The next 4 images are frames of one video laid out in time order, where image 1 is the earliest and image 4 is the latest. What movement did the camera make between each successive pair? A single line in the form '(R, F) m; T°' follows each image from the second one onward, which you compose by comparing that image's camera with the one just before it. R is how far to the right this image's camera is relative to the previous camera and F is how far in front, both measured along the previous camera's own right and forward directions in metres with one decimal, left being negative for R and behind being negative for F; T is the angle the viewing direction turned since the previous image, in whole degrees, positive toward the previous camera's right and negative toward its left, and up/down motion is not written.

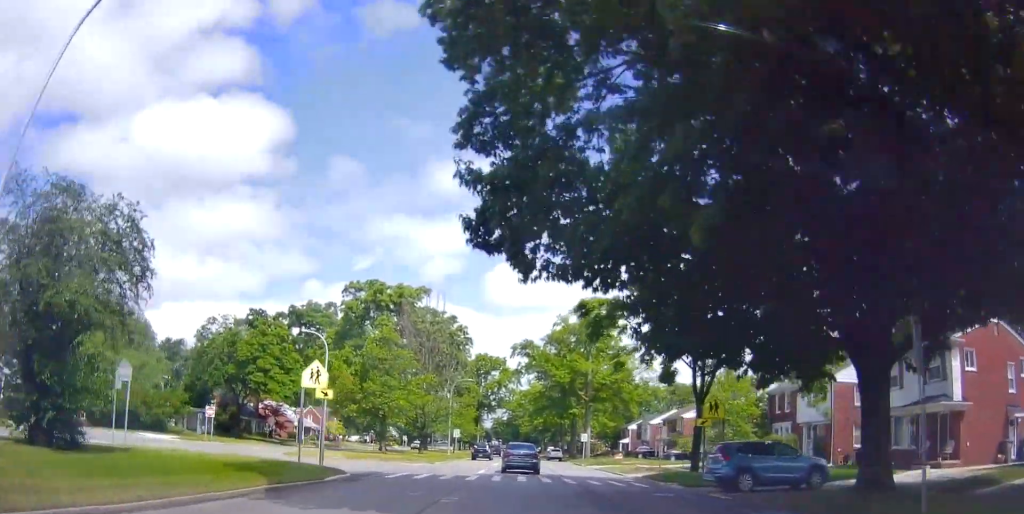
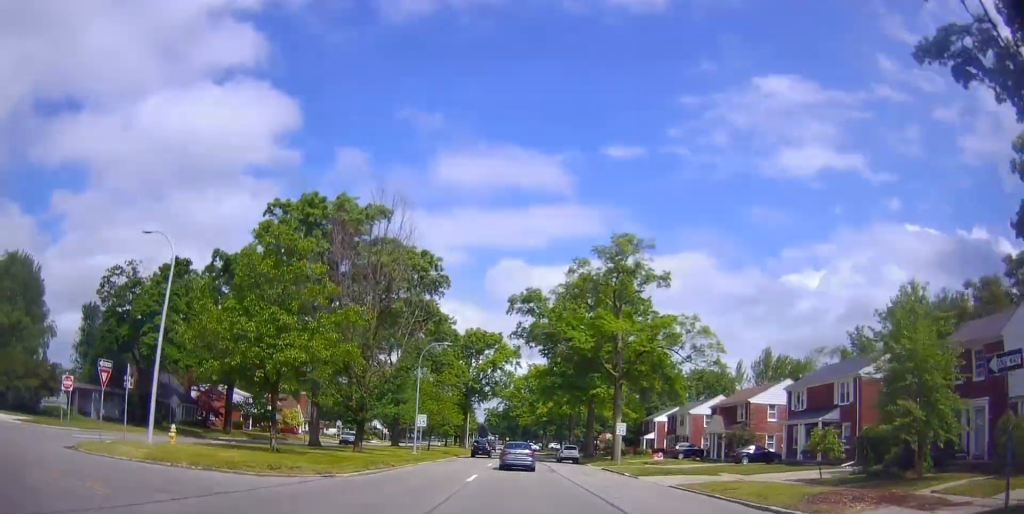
(+0.2, +24.4) m; +1°
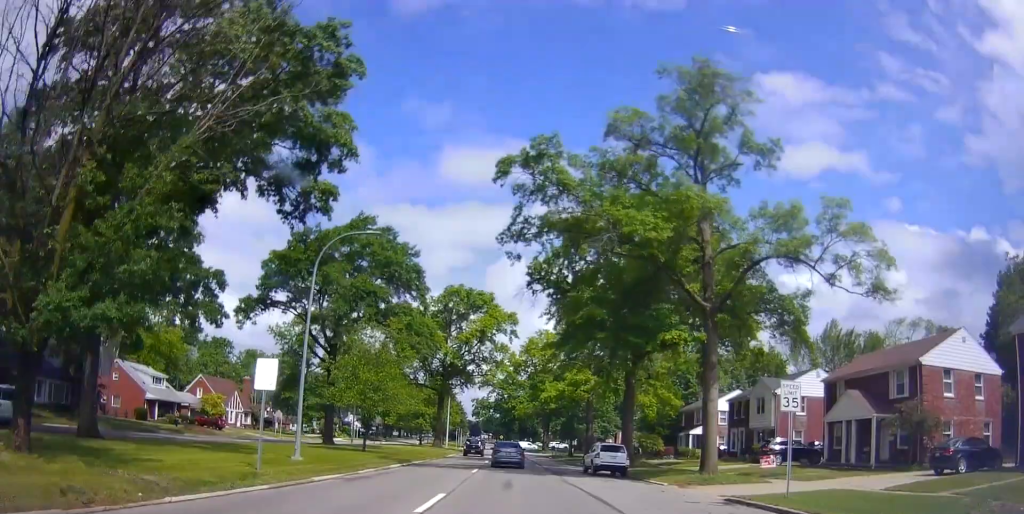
(+1.1, +26.7) m; +5°
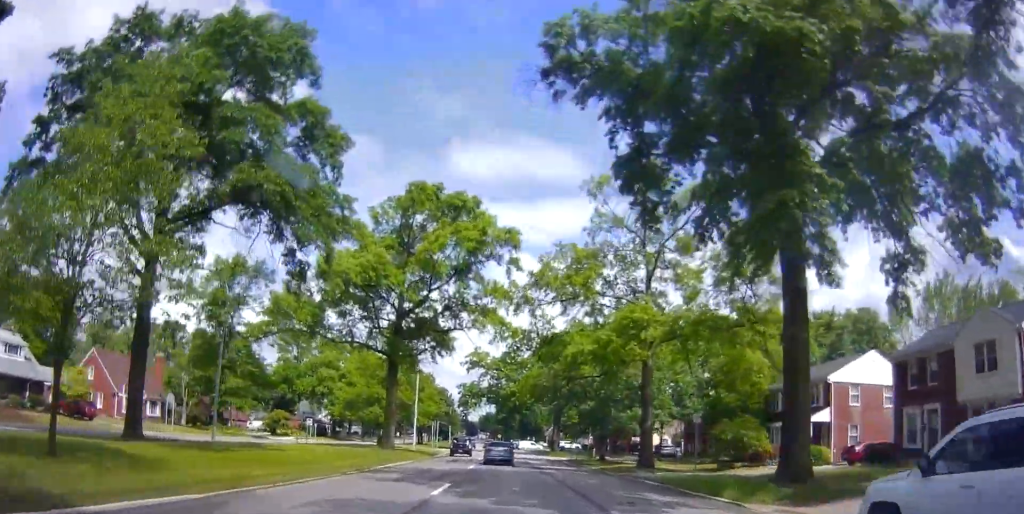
(+0.1, +27.4) m; -1°
